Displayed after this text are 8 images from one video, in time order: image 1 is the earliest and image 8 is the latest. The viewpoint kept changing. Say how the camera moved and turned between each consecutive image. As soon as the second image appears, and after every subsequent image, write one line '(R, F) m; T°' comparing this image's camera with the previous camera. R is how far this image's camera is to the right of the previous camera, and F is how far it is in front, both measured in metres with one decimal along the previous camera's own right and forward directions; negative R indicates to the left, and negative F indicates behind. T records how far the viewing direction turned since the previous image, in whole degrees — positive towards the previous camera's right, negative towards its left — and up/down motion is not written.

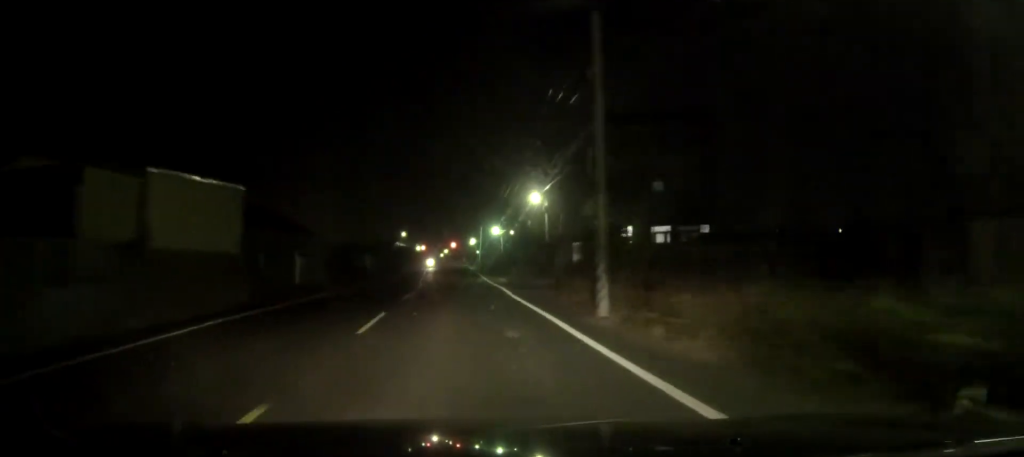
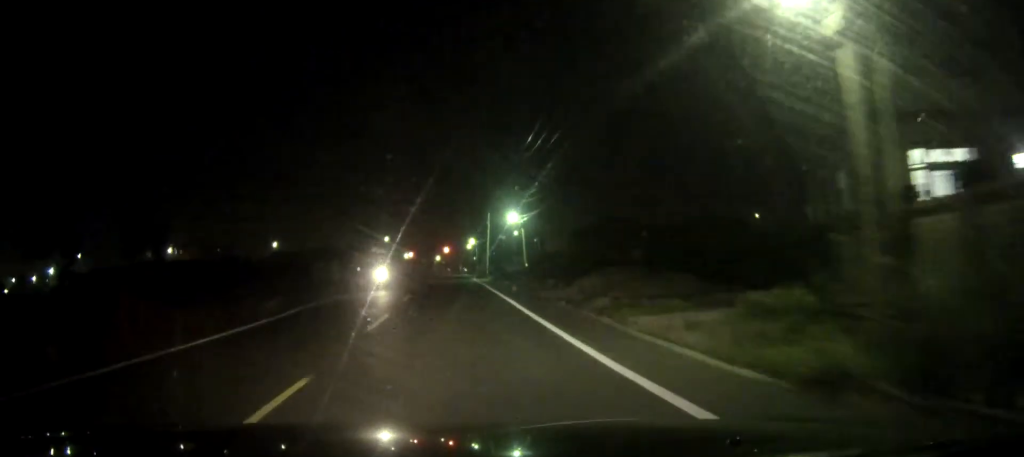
(+0.1, +37.7) m; +1°
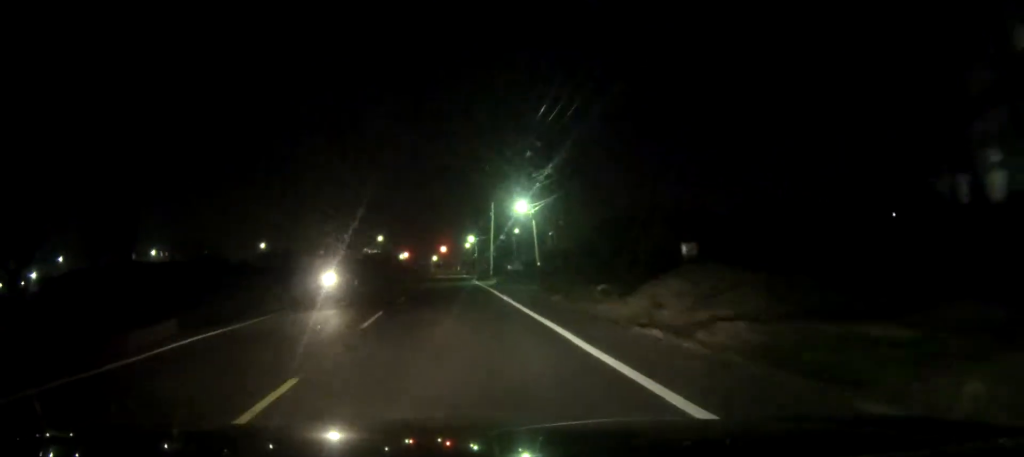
(0.0, +10.1) m; 0°
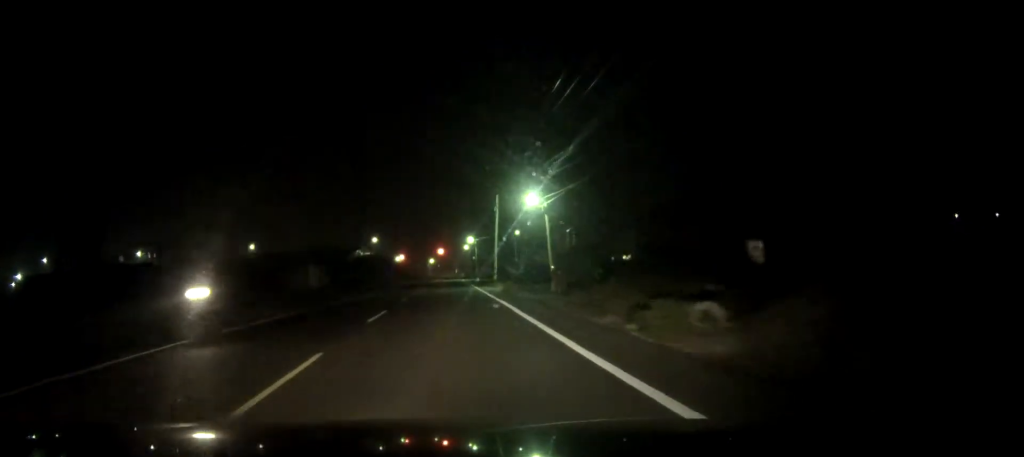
(0.0, +7.9) m; 0°
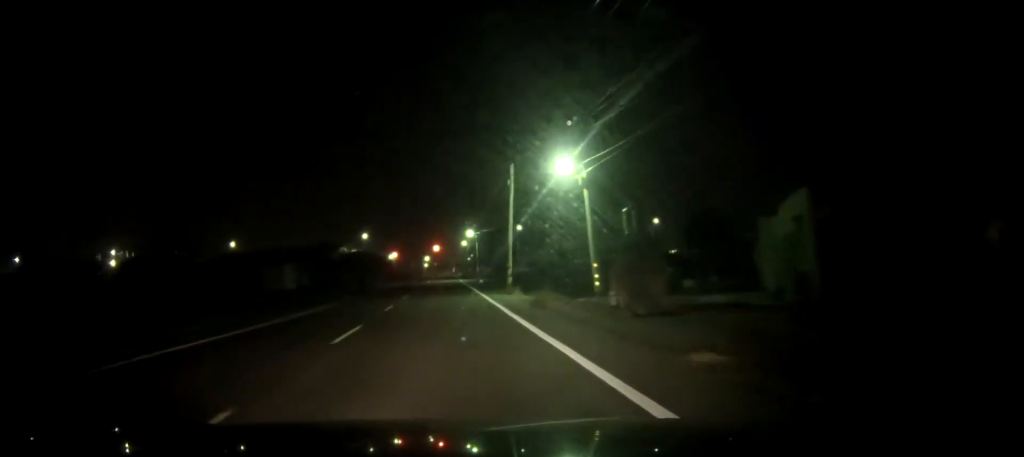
(0.0, +13.5) m; 0°
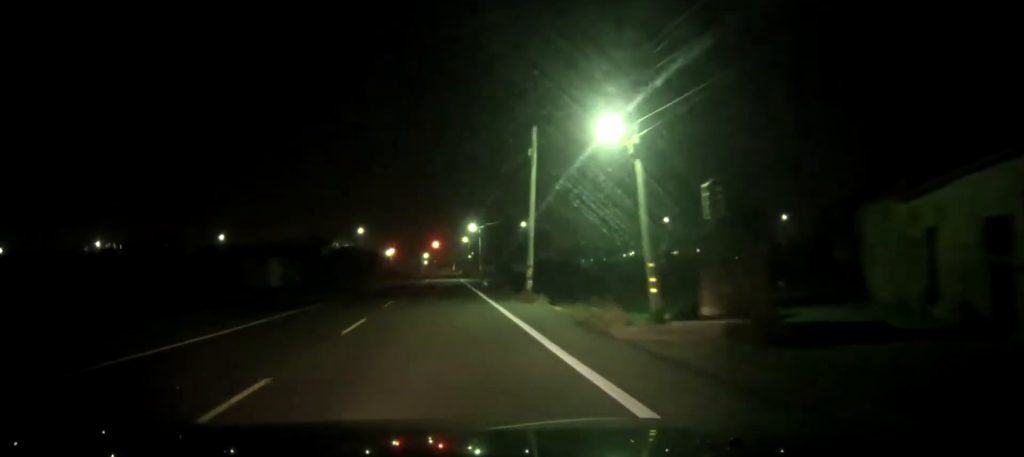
(0.0, +8.1) m; 0°
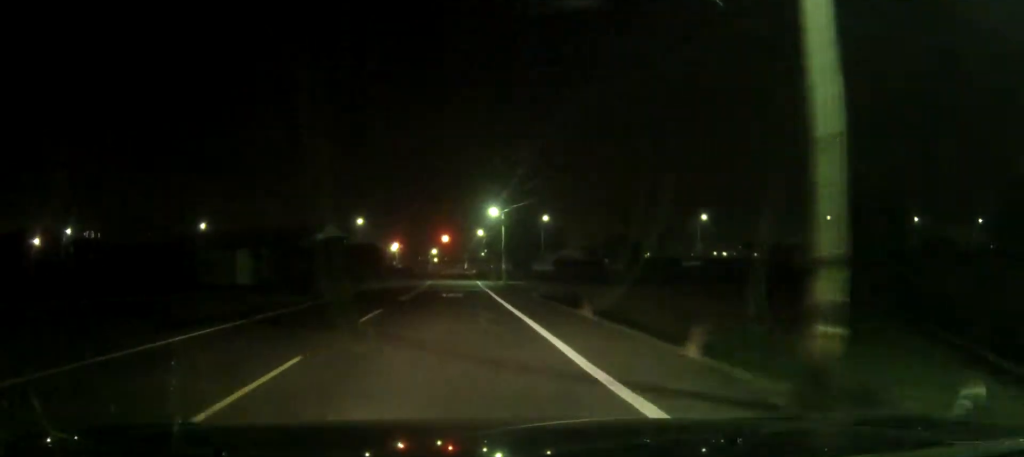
(0.0, +18.3) m; 0°
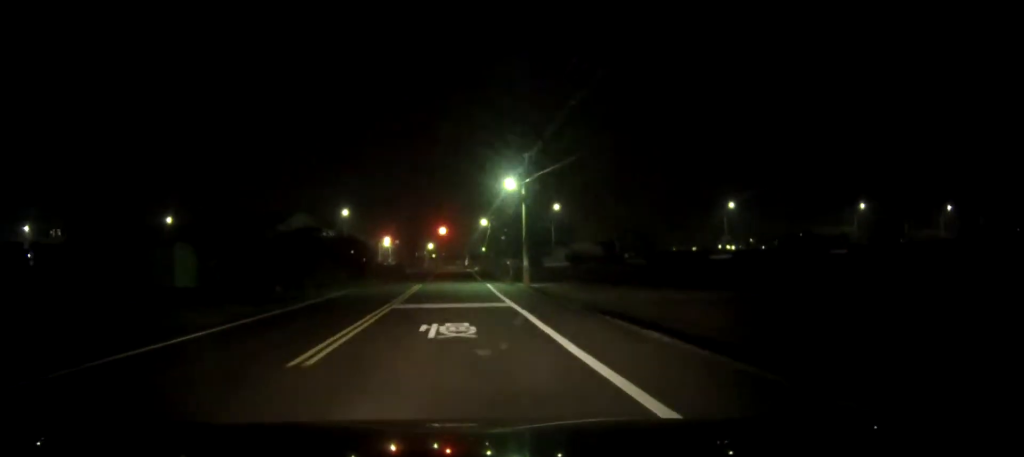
(0.0, +16.0) m; 0°
